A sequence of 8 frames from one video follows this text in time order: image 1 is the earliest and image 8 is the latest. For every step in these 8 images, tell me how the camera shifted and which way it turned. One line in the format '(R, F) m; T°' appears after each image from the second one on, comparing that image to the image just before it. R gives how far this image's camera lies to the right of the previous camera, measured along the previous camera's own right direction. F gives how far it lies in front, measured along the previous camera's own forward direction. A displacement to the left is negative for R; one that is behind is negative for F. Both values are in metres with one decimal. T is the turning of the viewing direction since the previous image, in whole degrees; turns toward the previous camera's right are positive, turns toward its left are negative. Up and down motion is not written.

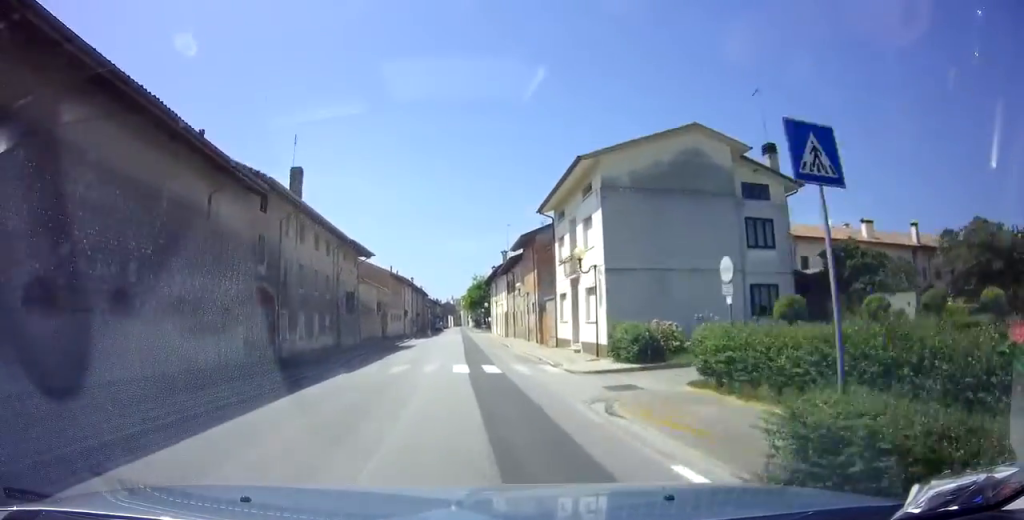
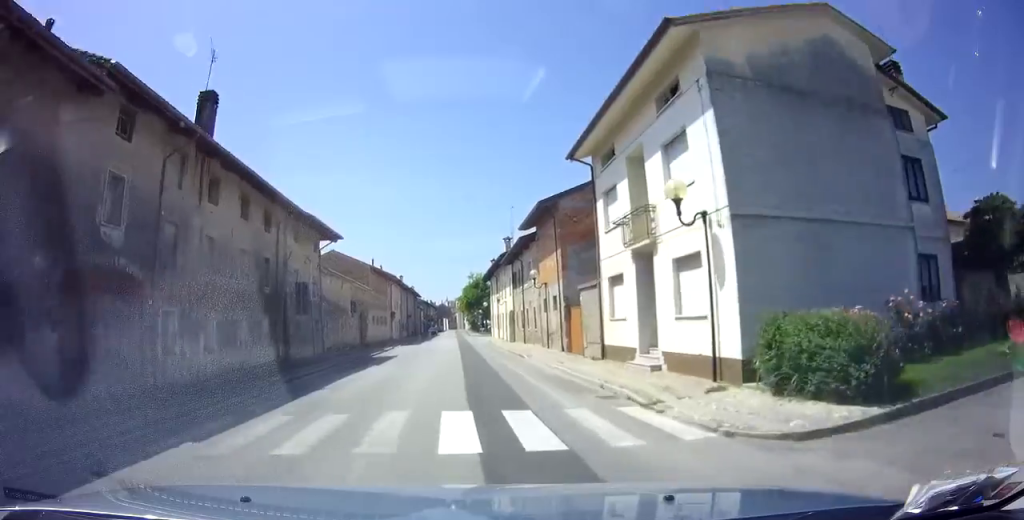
(+0.3, +9.6) m; -1°
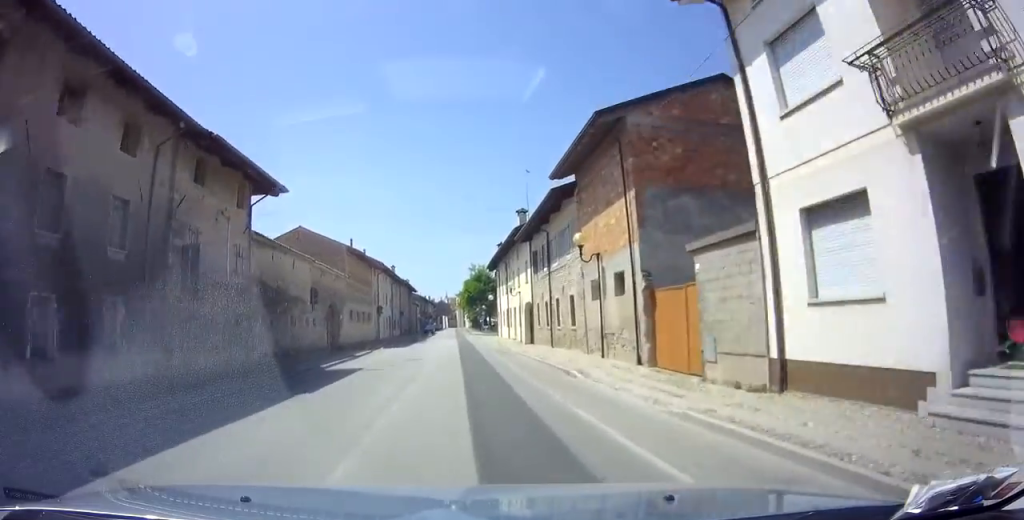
(-0.5, +10.0) m; -1°
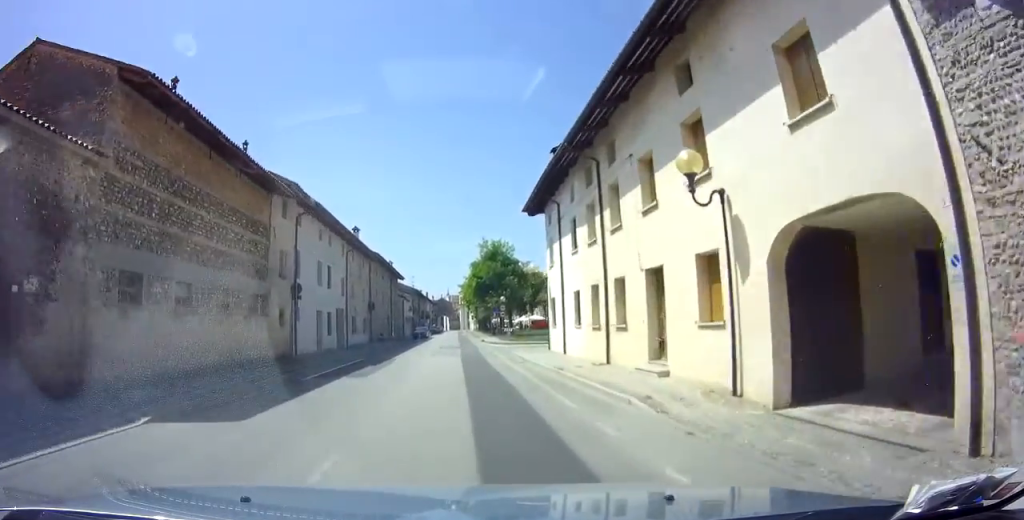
(+0.1, +26.9) m; 0°
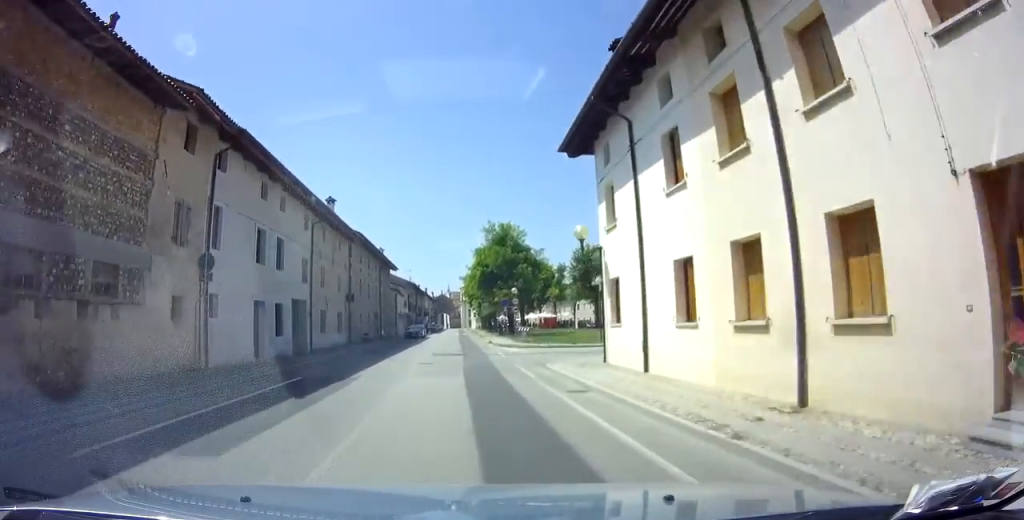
(0.0, +8.9) m; 0°
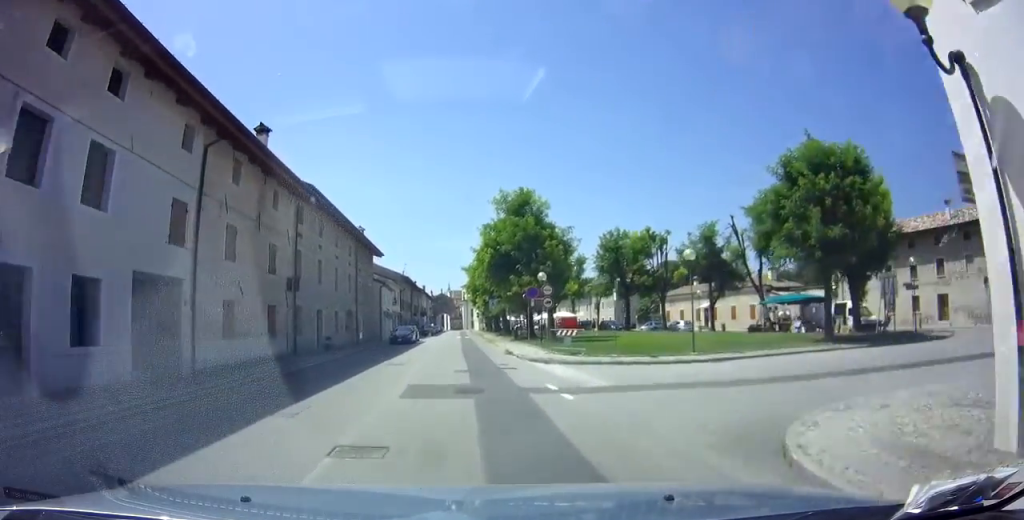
(+0.1, +12.8) m; +1°
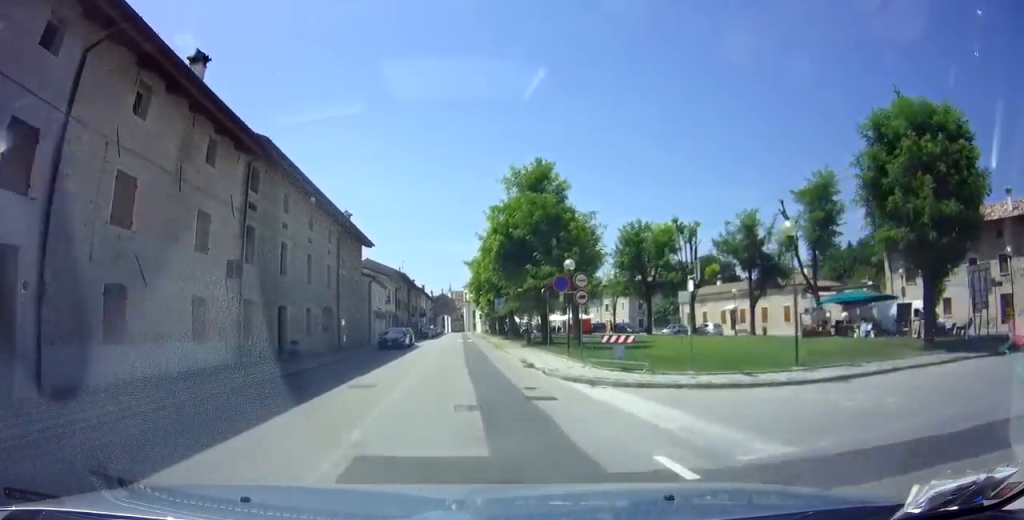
(0.0, +6.4) m; 0°
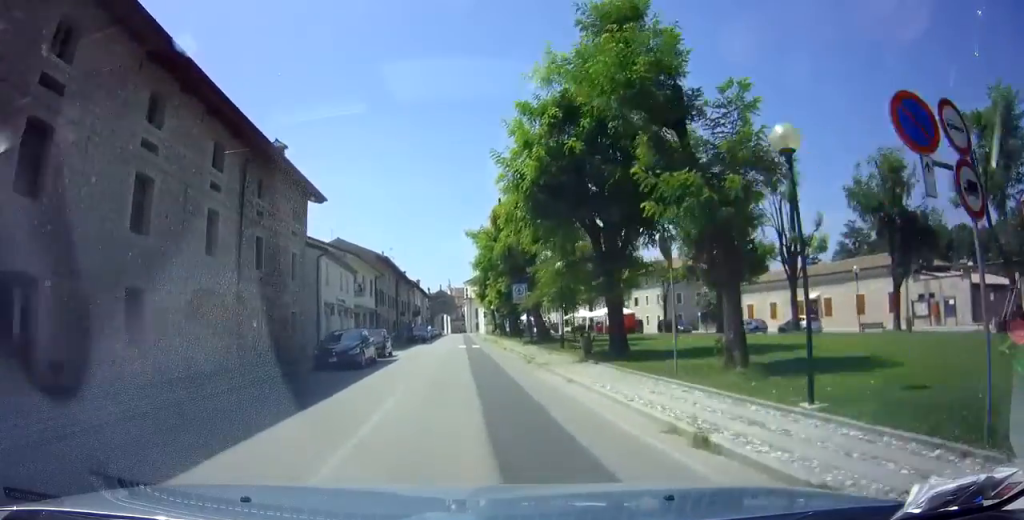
(-0.4, +15.2) m; -2°
